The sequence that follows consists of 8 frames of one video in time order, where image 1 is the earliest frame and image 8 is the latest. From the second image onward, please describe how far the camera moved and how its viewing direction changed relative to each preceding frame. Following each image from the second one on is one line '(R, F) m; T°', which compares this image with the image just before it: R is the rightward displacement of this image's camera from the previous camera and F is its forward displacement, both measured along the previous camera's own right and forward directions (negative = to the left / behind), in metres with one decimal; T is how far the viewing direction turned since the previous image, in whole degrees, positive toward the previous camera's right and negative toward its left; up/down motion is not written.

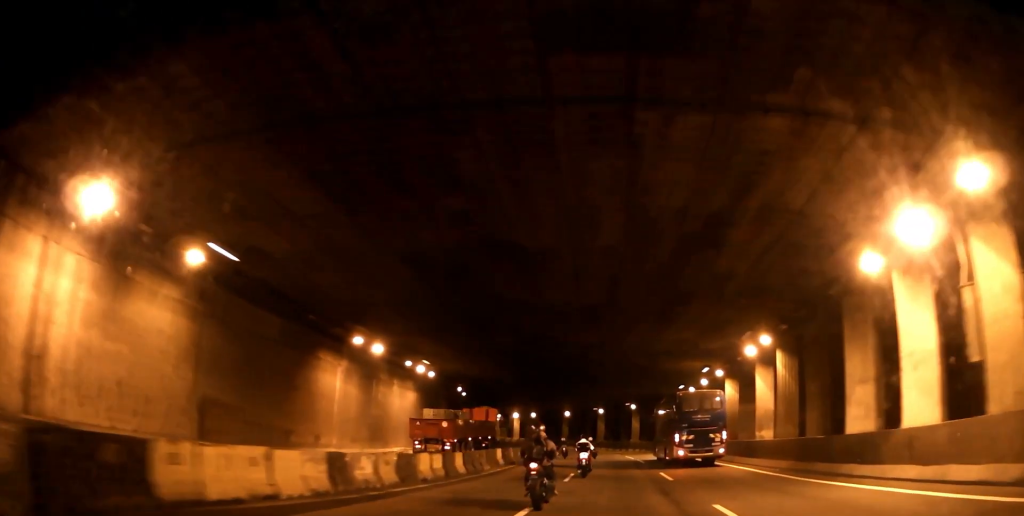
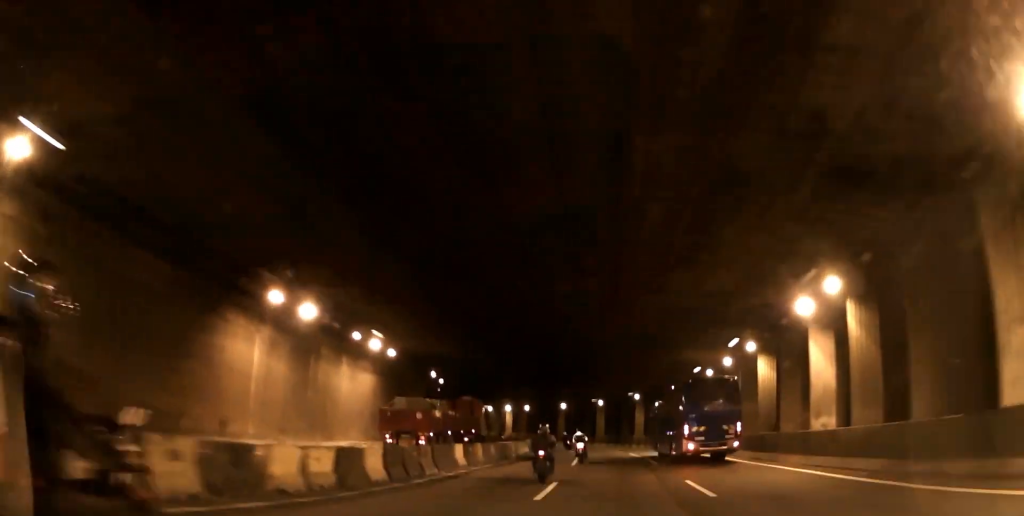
(0.0, +7.7) m; +1°
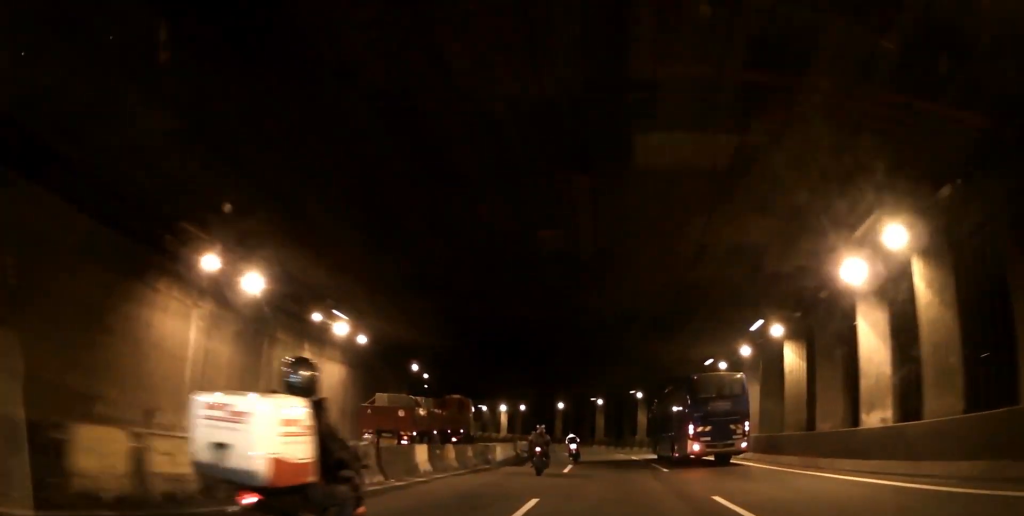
(+0.1, +4.4) m; +1°
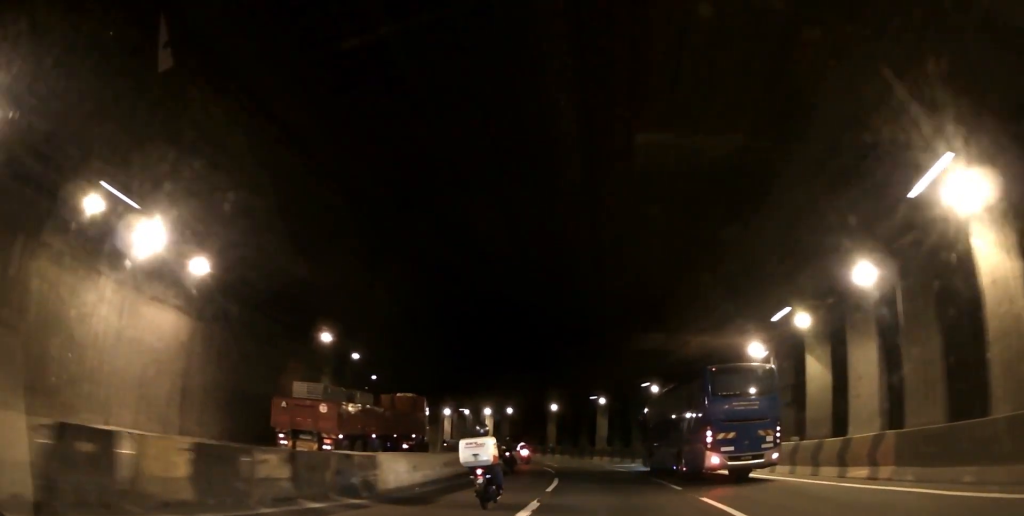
(+0.3, +13.5) m; +2°
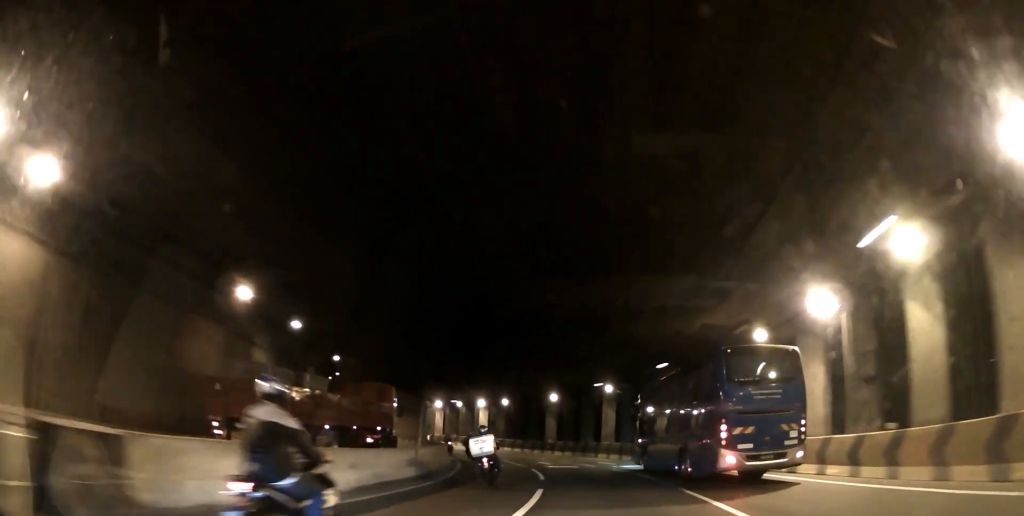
(0.0, +7.0) m; 0°
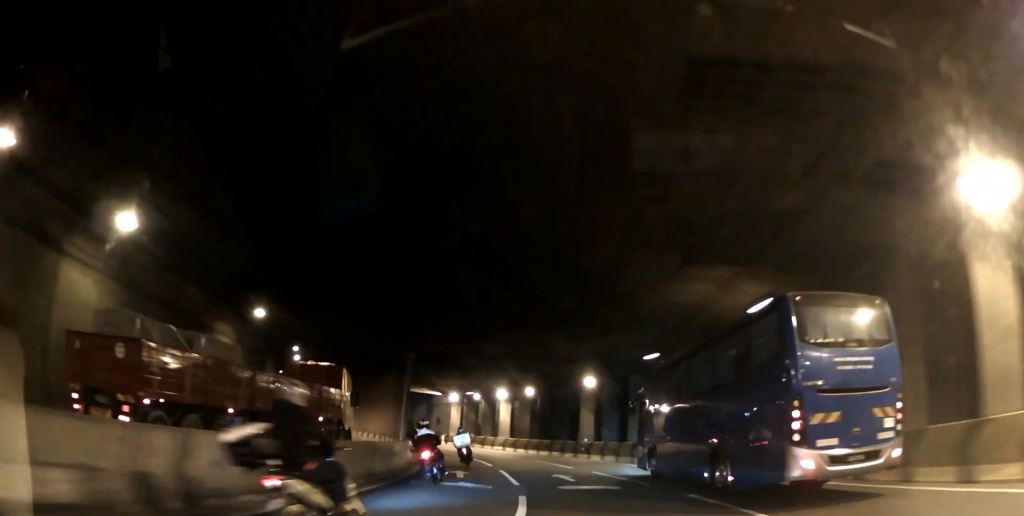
(0.0, +13.1) m; 0°
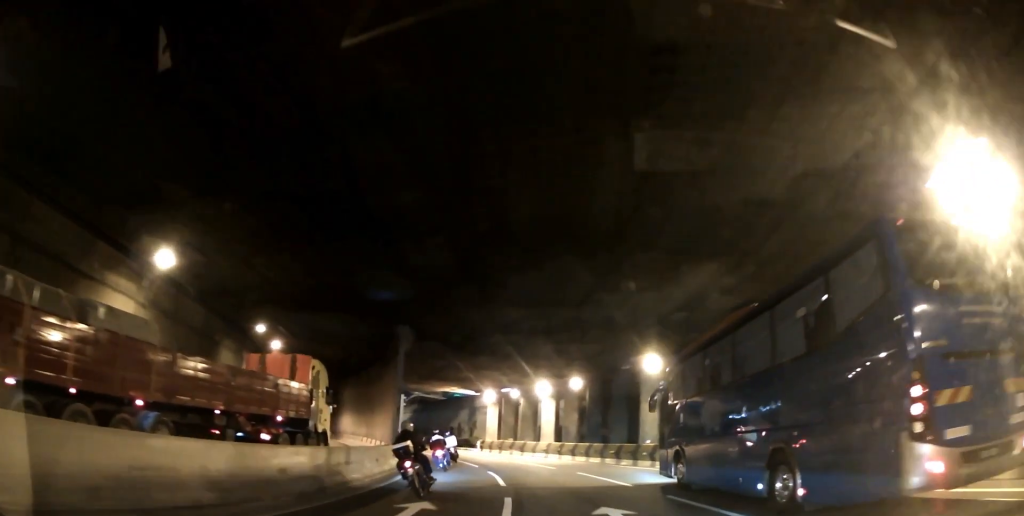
(0.0, +9.4) m; 0°
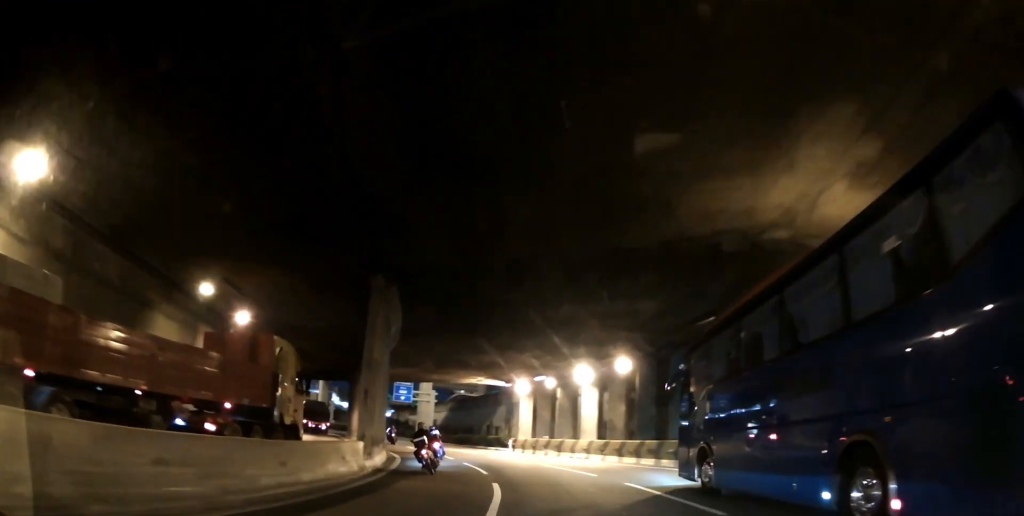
(0.0, +6.7) m; 0°
